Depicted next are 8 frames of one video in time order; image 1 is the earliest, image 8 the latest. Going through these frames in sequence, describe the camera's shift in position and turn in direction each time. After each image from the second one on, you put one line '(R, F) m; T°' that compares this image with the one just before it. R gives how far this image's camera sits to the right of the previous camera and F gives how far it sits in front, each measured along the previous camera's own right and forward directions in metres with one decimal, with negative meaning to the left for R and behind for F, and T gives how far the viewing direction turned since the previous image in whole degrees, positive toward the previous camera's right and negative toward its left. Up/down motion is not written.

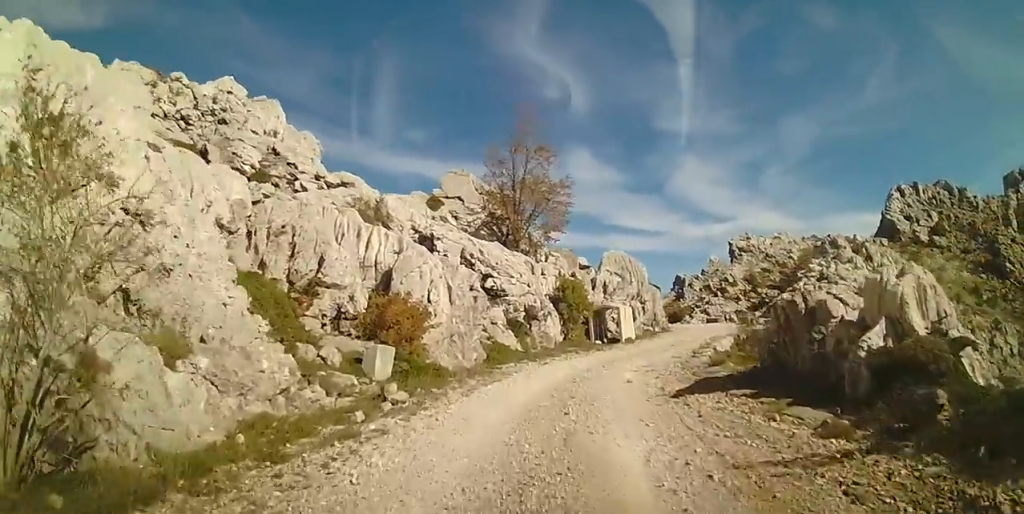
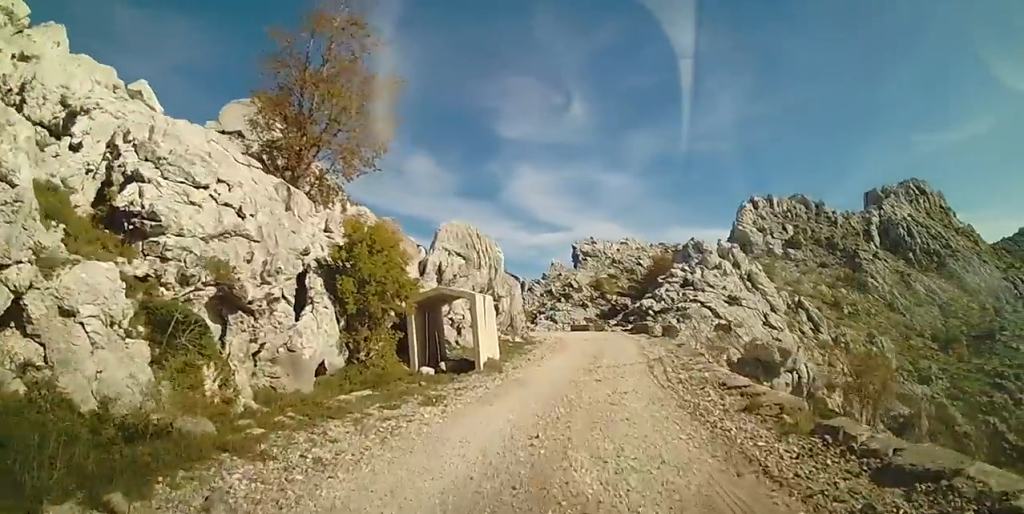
(+1.1, +14.4) m; +13°
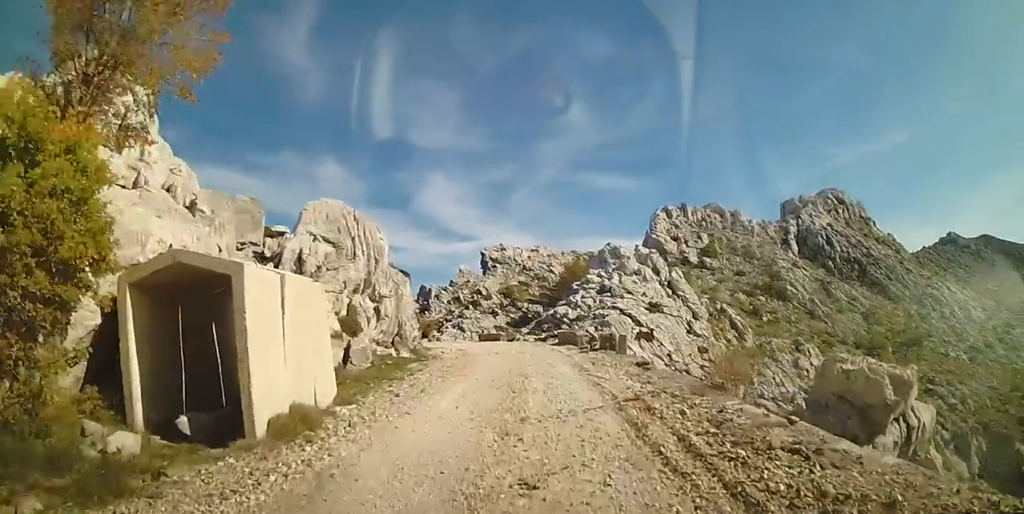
(+0.7, +7.0) m; +7°
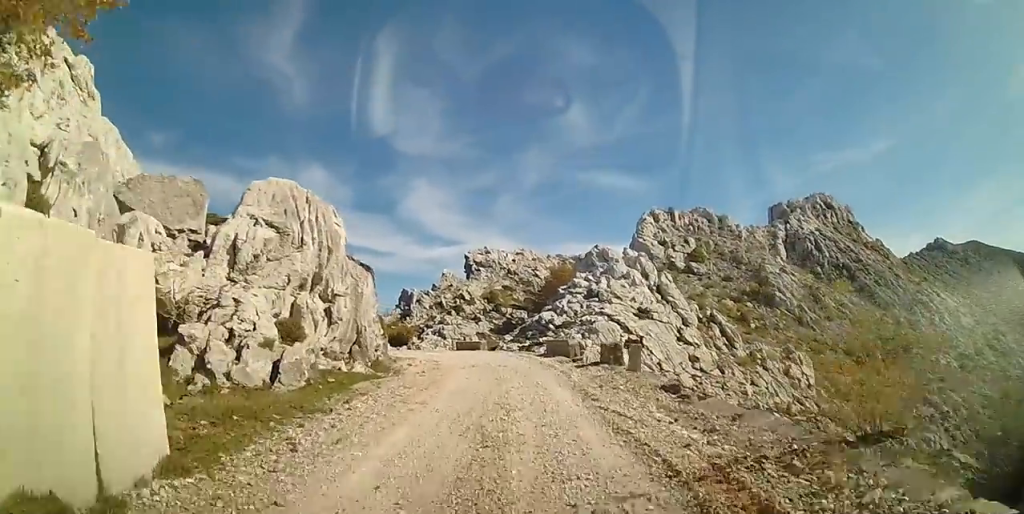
(+0.2, +3.9) m; +1°
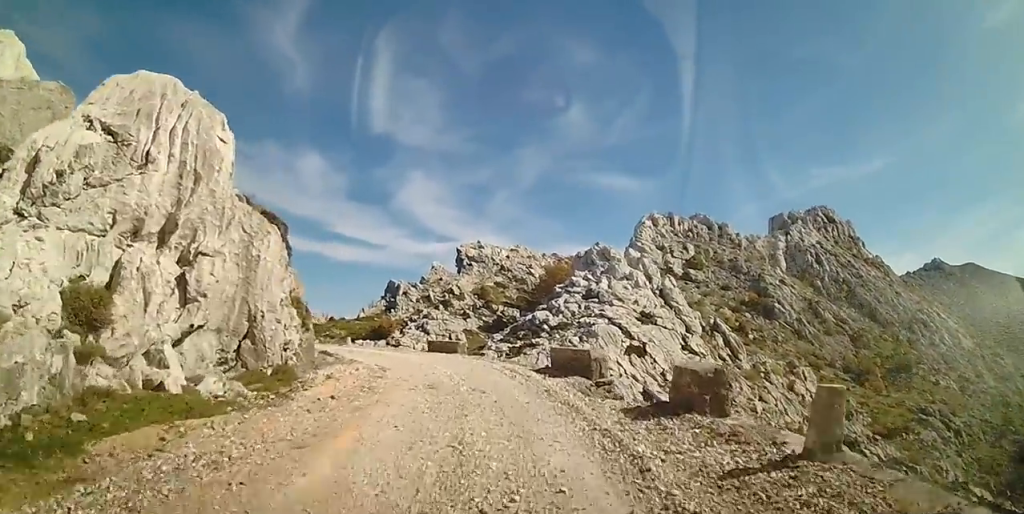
(-0.1, +8.1) m; +1°
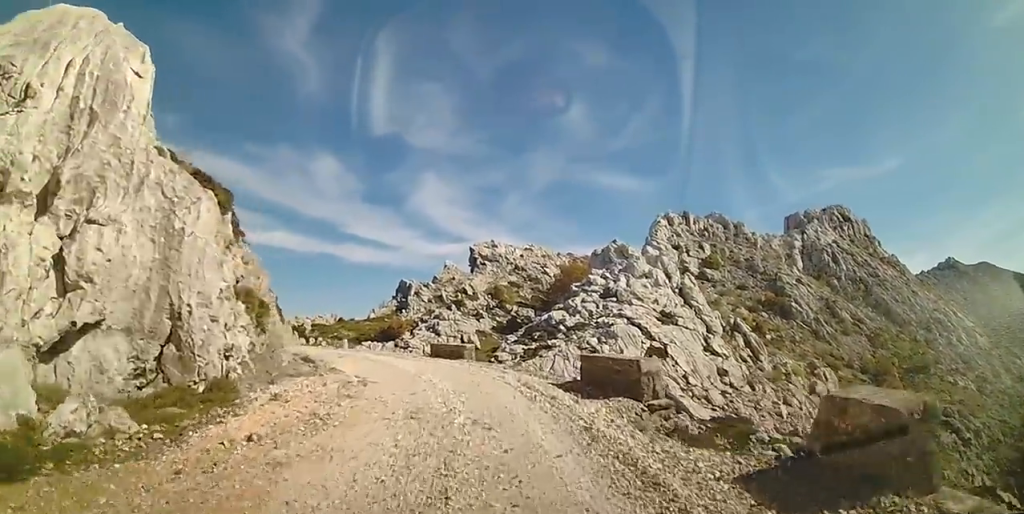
(+0.1, +3.7) m; +1°
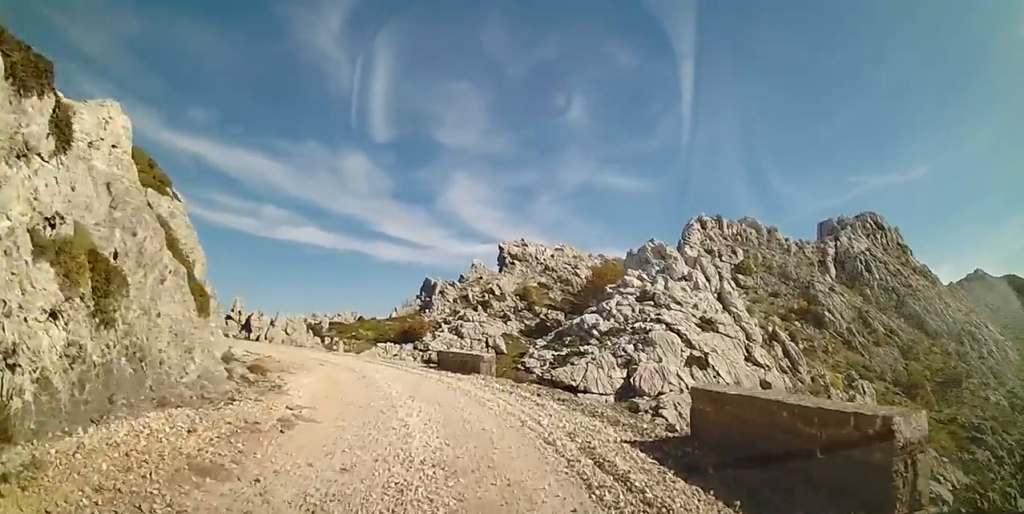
(-0.2, +5.8) m; -4°
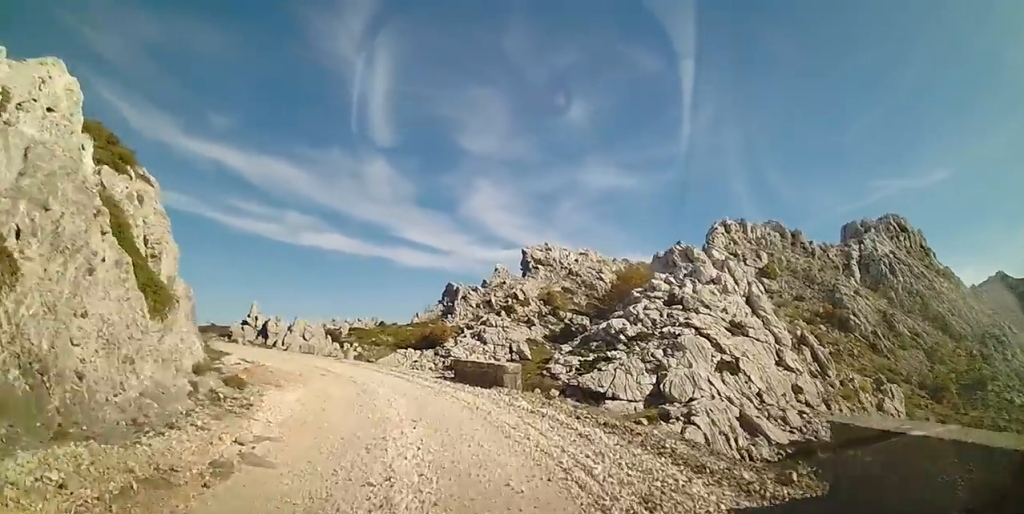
(-0.1, +2.3) m; -3°
